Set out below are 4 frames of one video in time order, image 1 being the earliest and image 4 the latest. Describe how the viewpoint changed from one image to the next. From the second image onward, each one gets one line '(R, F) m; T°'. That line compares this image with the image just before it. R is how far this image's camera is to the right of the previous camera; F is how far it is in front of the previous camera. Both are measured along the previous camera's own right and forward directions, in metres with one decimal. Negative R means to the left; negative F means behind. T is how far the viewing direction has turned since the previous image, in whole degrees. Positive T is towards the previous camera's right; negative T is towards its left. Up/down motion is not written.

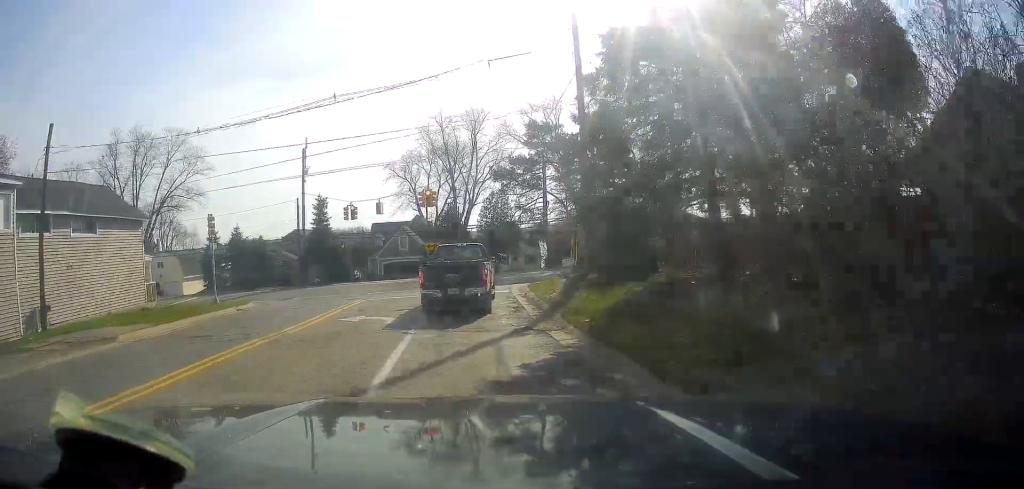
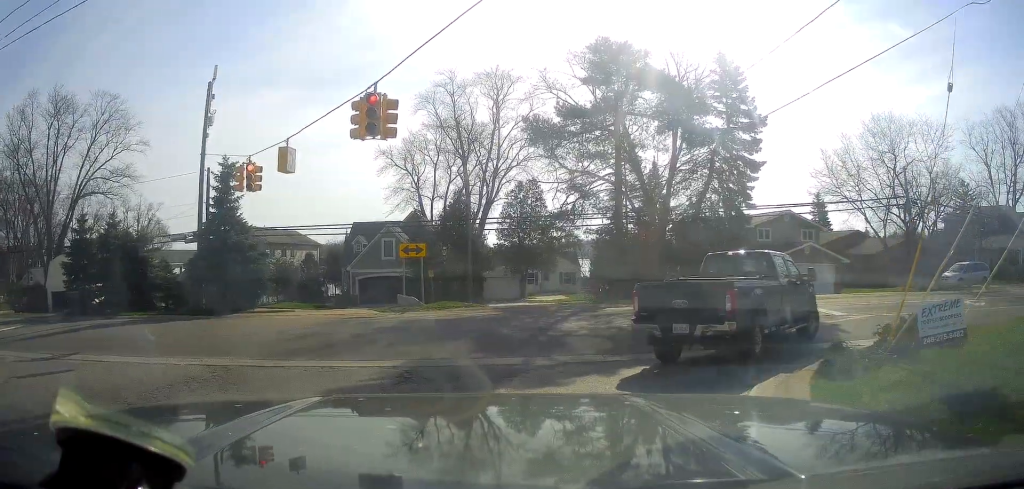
(-0.1, +23.1) m; -12°
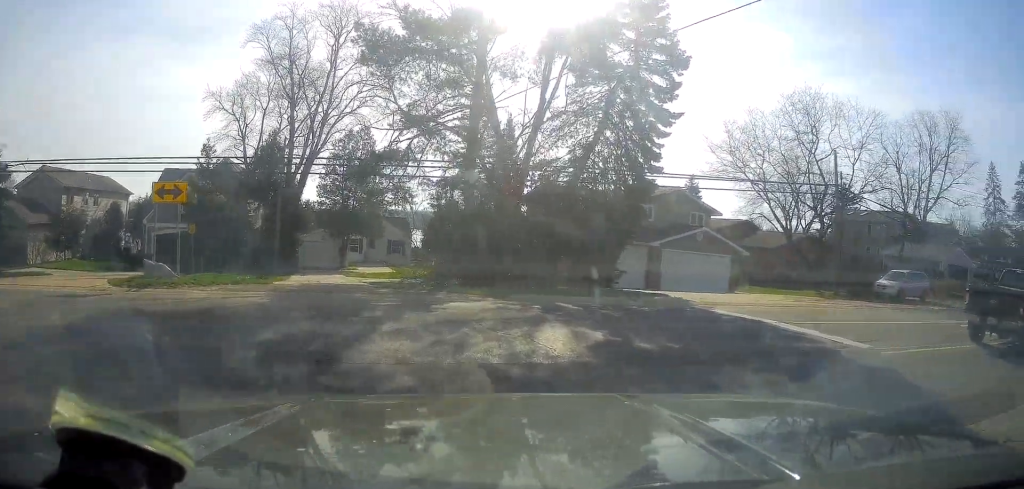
(+1.7, +7.5) m; +40°
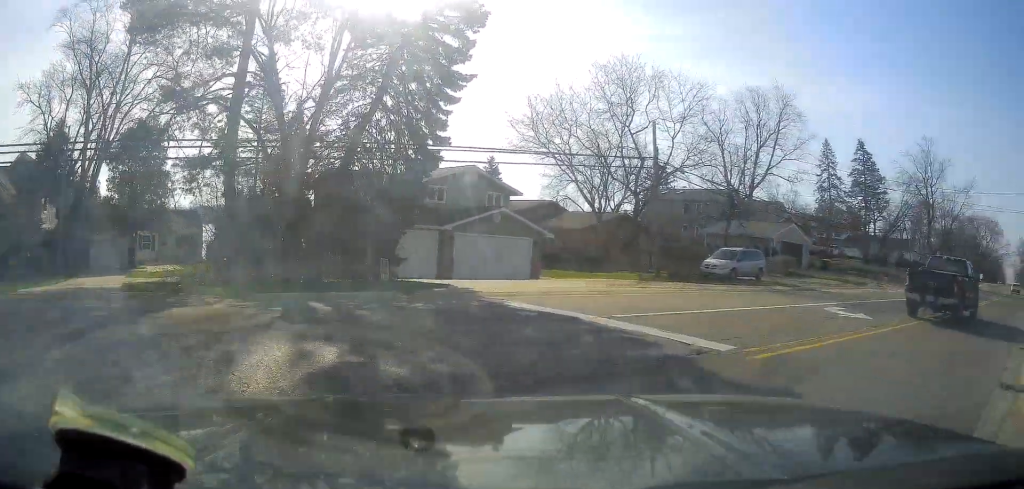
(+0.3, +2.6) m; +20°
